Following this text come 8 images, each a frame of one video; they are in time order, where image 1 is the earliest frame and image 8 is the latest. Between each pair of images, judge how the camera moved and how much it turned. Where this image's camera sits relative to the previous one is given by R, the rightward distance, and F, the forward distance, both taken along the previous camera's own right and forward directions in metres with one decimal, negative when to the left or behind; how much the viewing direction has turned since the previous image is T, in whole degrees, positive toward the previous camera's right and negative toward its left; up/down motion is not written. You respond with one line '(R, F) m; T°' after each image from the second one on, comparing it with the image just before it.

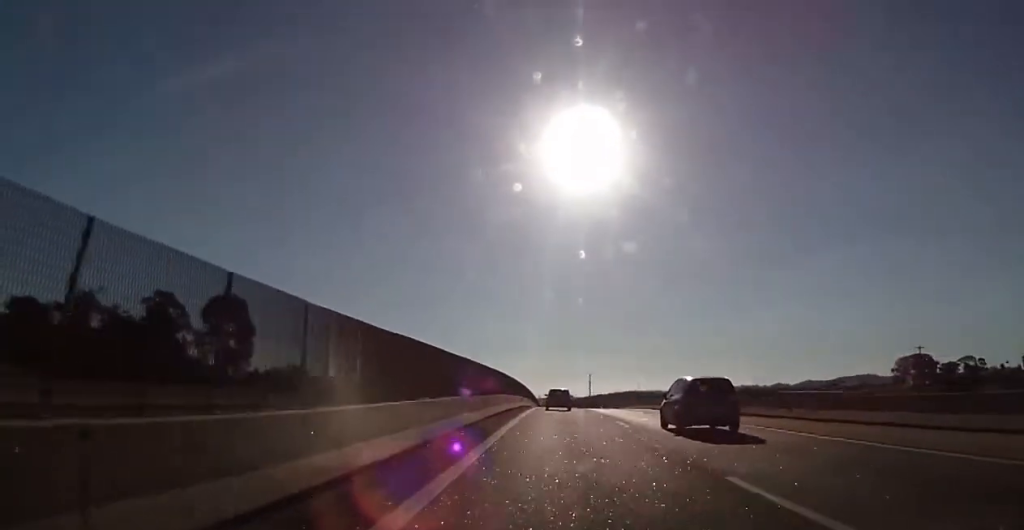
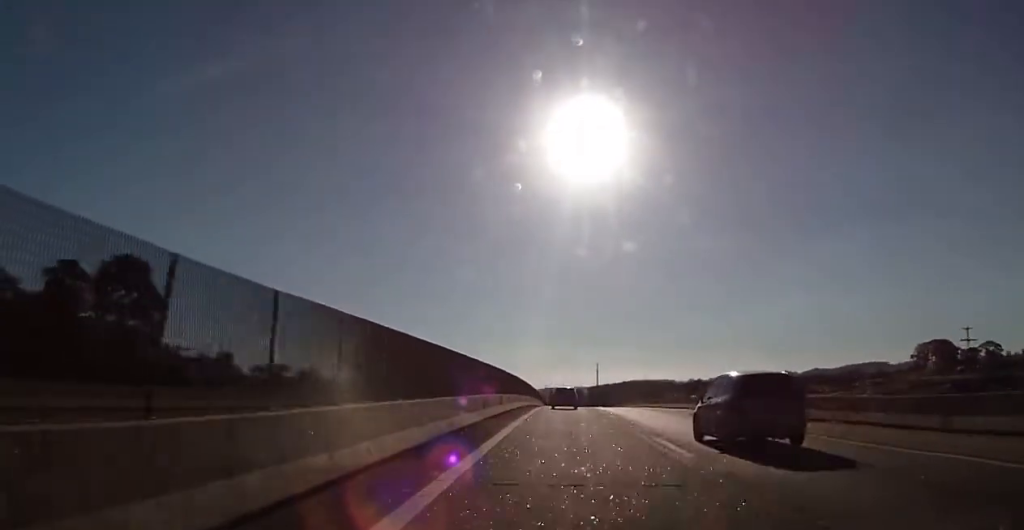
(-0.8, +25.0) m; -2°
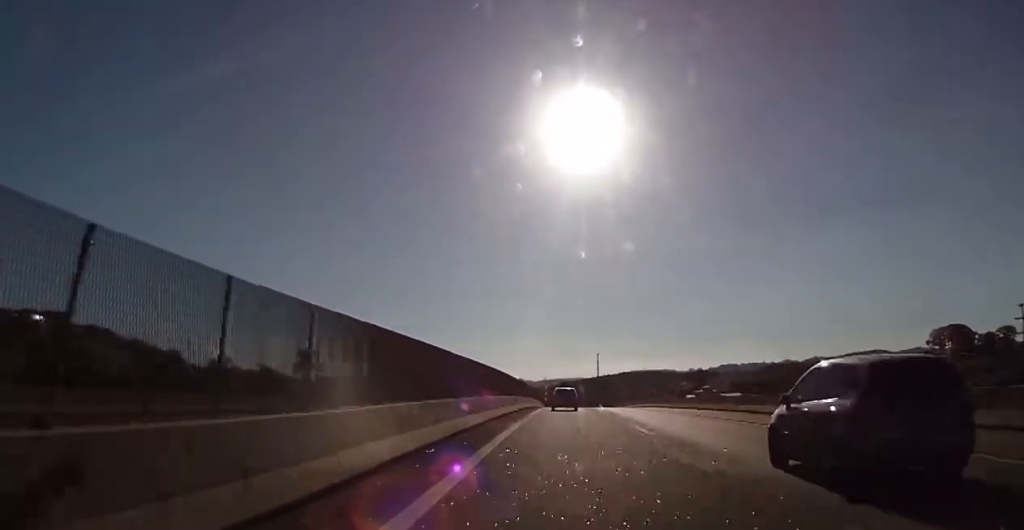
(-0.3, +27.2) m; -1°
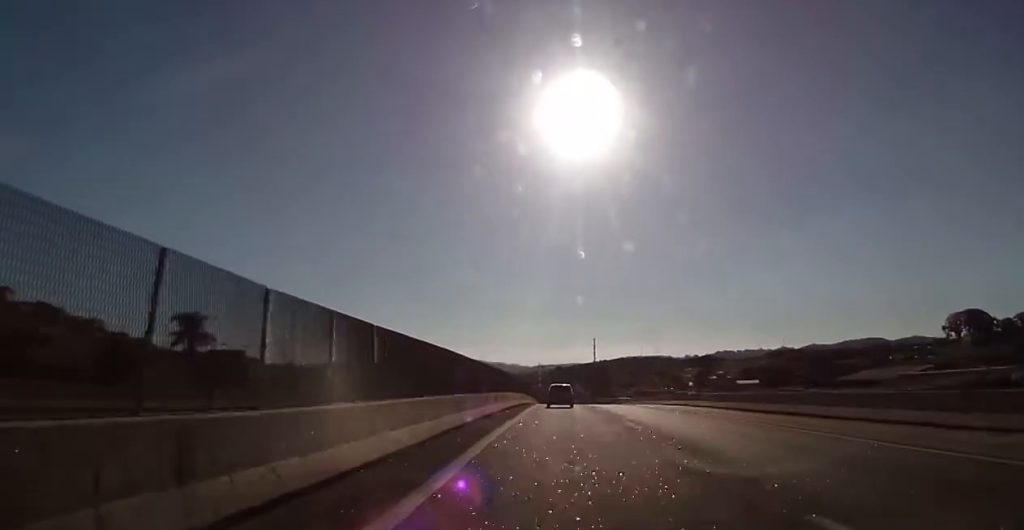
(0.0, +31.7) m; 0°
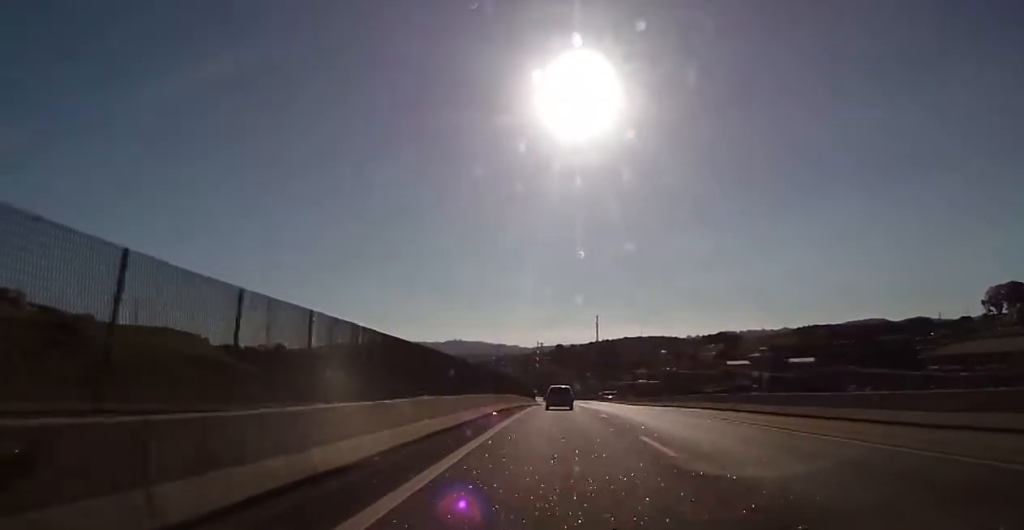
(-0.6, +55.7) m; 0°
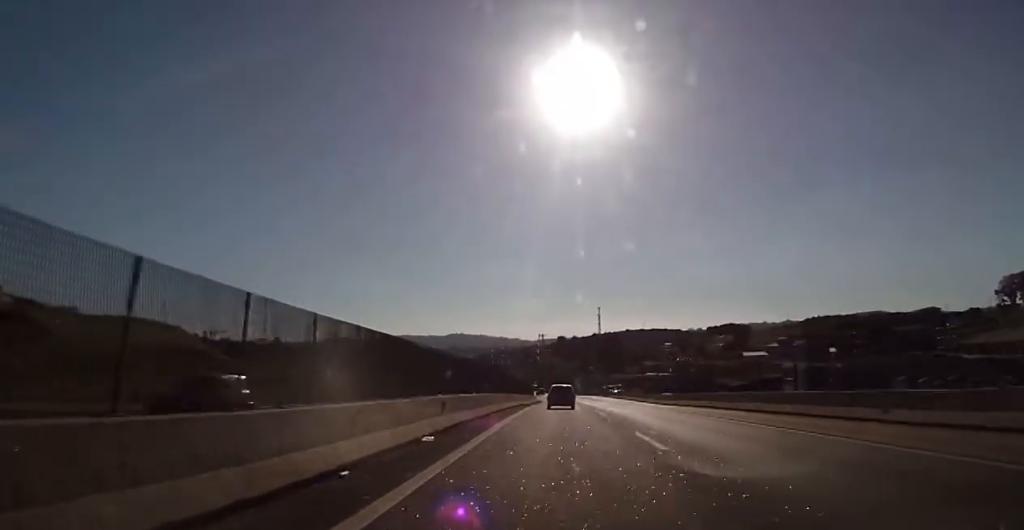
(+0.2, +15.1) m; +1°
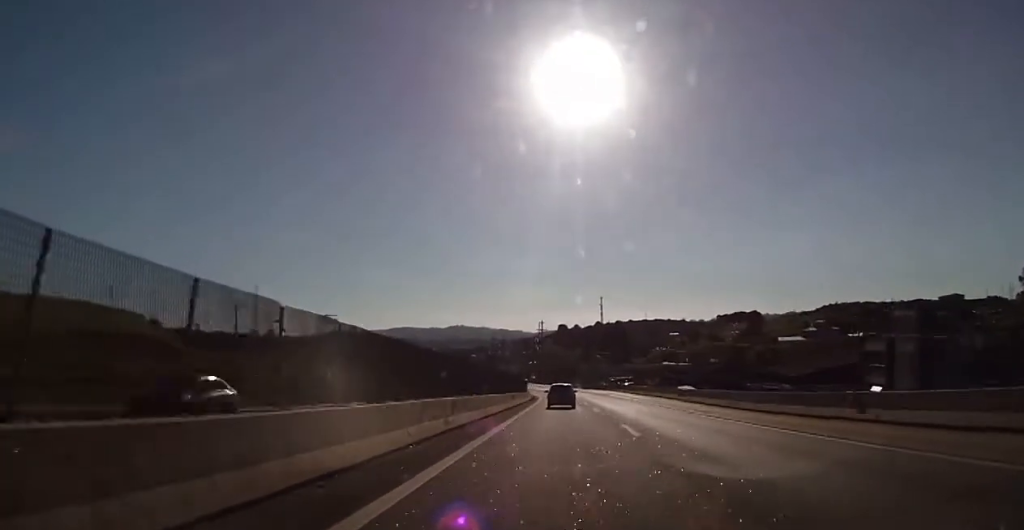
(+0.2, +27.0) m; 0°
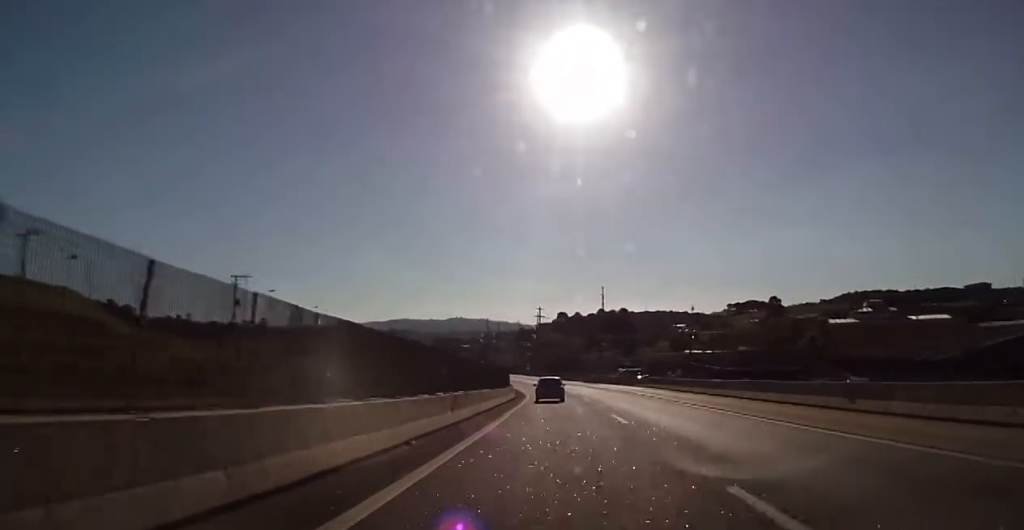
(-0.1, +28.2) m; -1°
